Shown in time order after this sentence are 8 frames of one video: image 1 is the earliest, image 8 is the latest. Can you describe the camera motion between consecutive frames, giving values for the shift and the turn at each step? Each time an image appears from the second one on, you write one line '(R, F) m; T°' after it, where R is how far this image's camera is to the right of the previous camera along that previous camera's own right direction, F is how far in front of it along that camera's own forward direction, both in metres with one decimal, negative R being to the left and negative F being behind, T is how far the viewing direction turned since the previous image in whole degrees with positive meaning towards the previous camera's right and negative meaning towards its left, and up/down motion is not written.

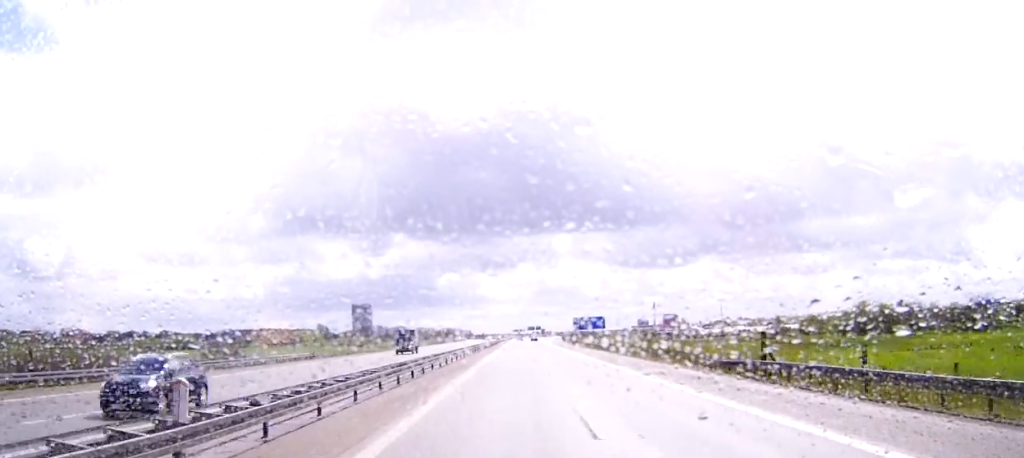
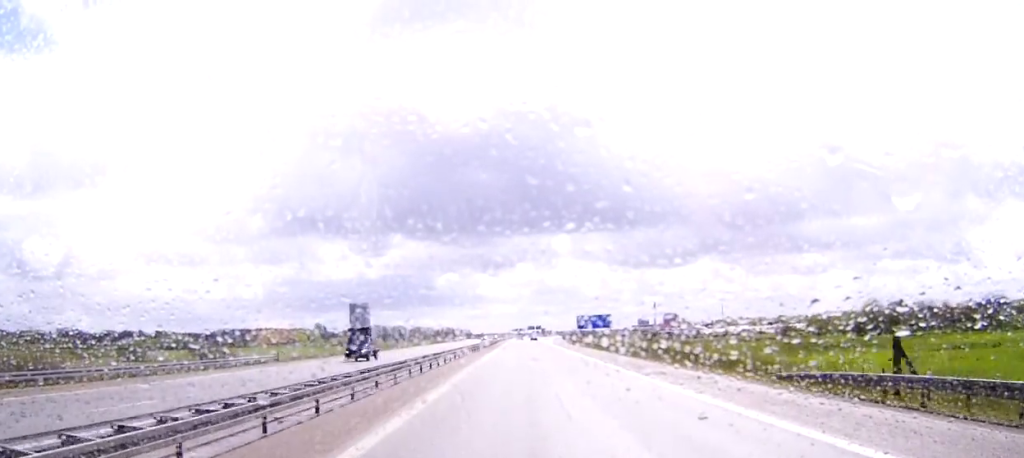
(0.0, +11.3) m; 0°
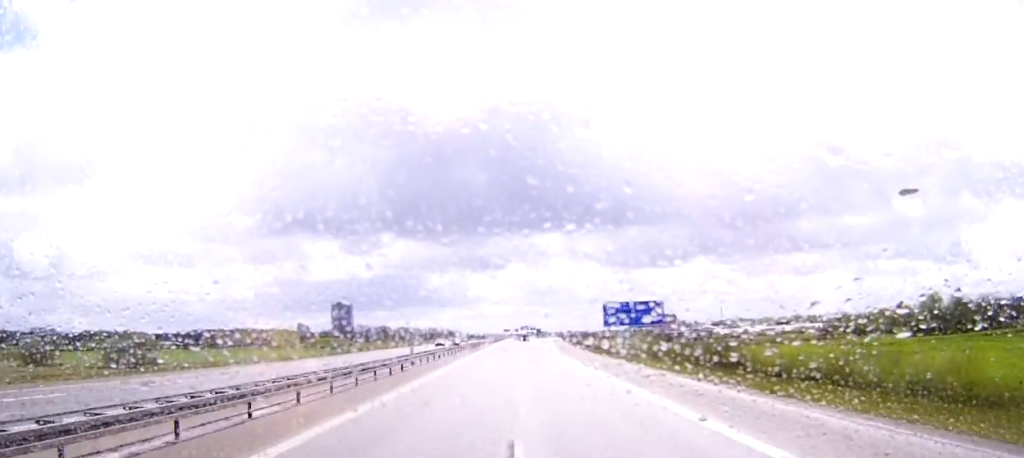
(0.0, +52.9) m; 0°
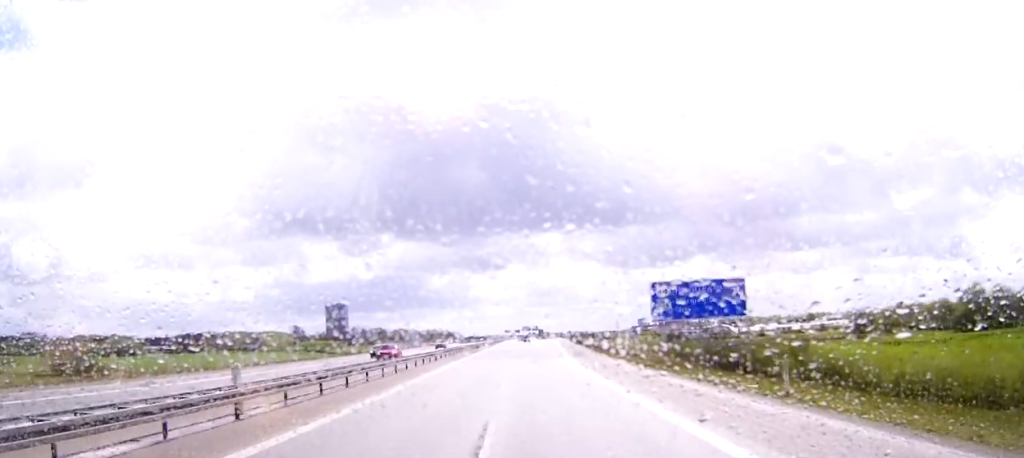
(0.0, +27.5) m; 0°
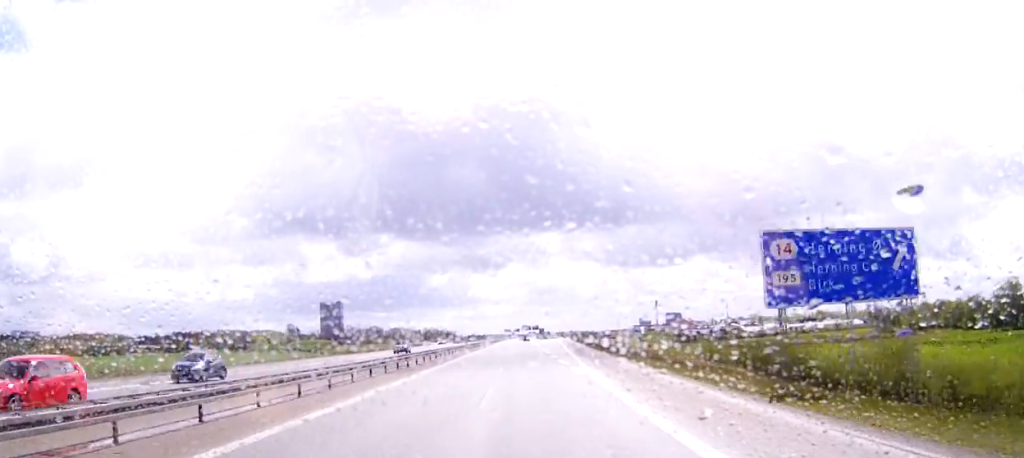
(0.0, +21.4) m; 0°
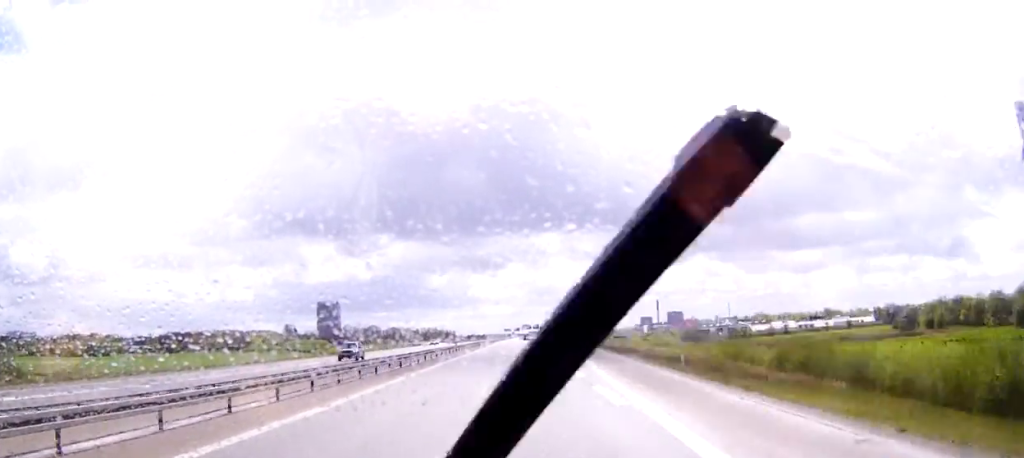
(0.0, +13.7) m; 0°
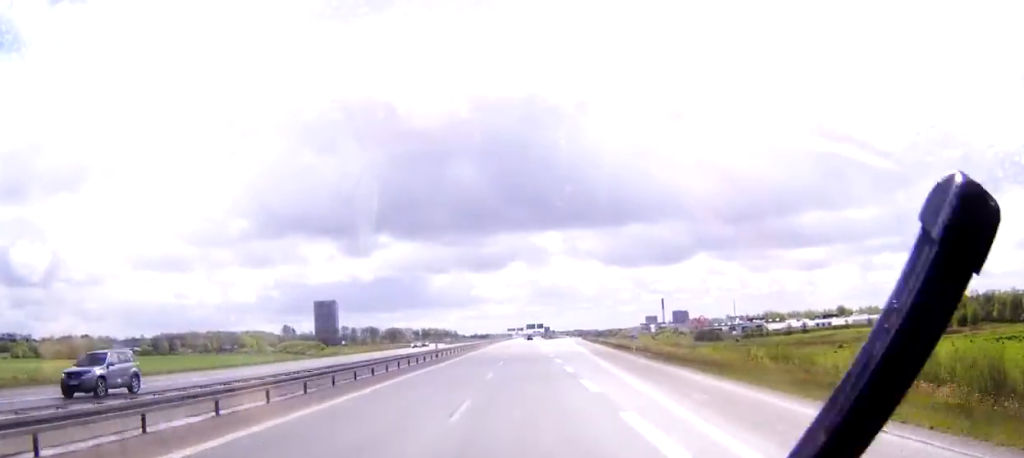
(0.0, +20.5) m; 0°
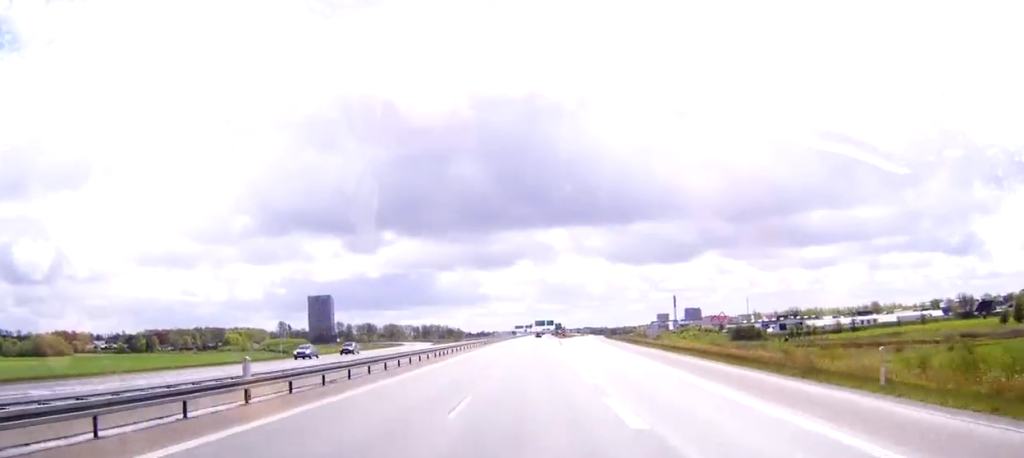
(-0.1, +46.1) m; 0°
